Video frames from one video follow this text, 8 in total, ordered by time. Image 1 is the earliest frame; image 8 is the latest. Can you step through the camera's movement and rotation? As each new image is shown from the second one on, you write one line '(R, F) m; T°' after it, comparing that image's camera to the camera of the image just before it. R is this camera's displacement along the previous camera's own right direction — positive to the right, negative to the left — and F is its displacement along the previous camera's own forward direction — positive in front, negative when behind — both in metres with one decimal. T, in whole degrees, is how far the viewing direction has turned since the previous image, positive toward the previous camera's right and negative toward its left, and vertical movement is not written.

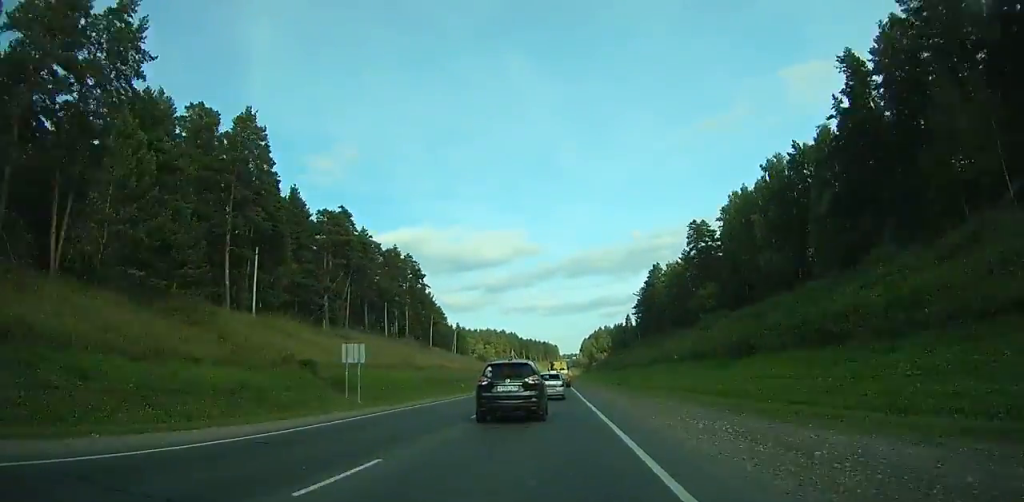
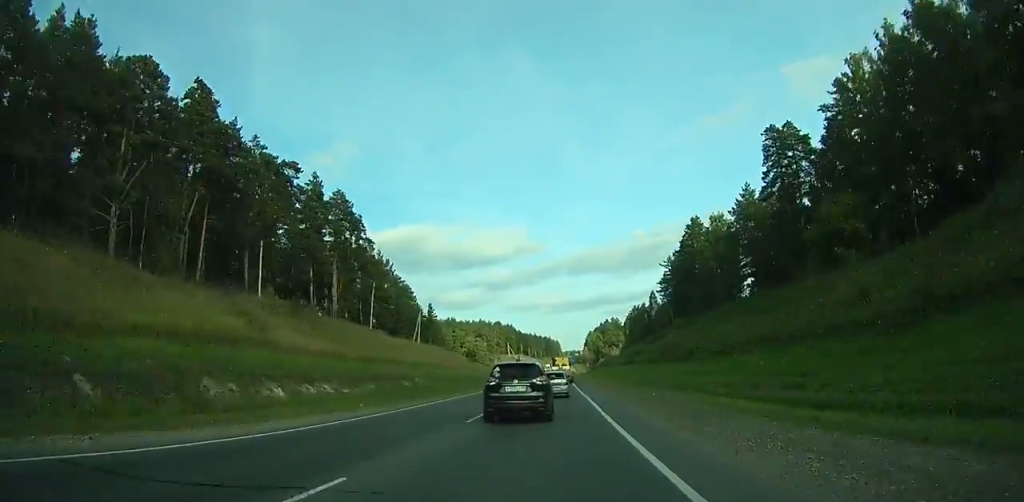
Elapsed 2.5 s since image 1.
(-0.3, +51.0) m; 0°
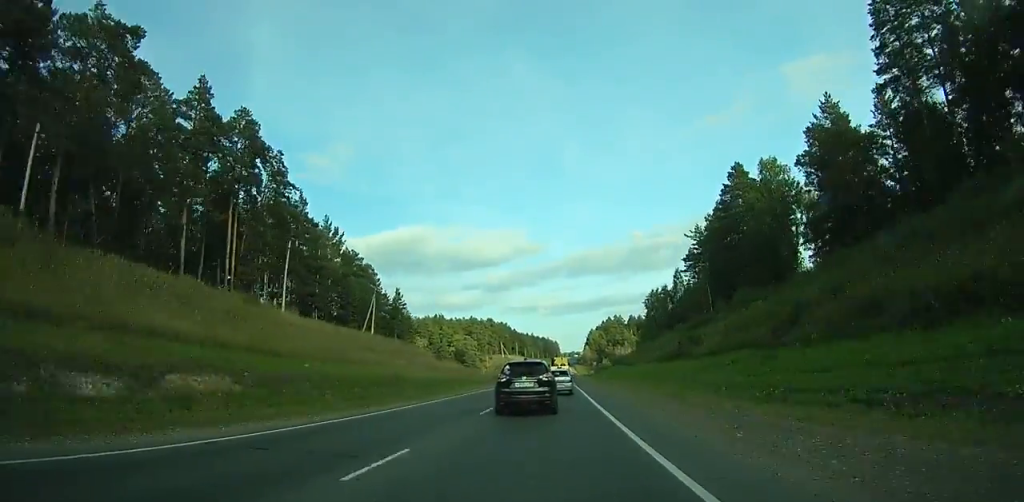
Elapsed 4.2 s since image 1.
(-0.2, +34.4) m; 0°
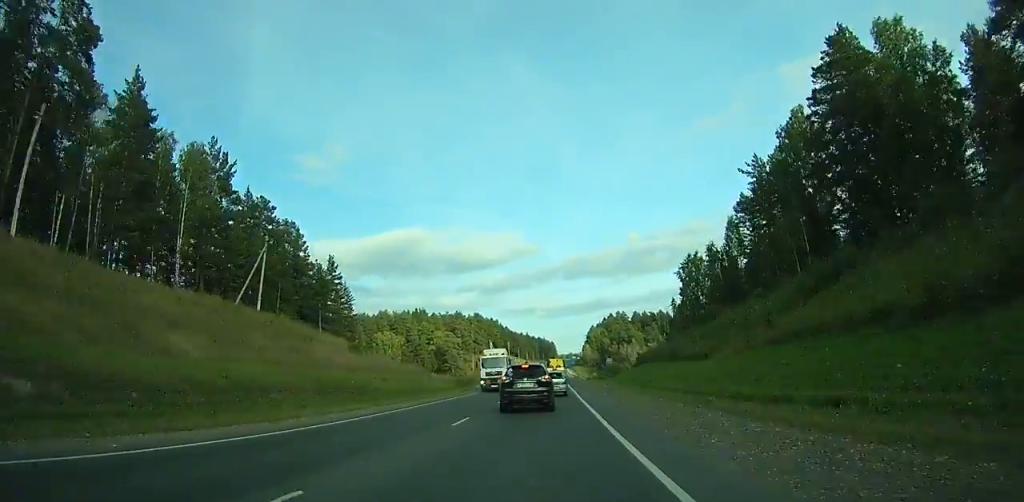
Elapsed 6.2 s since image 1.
(+0.2, +40.2) m; 0°
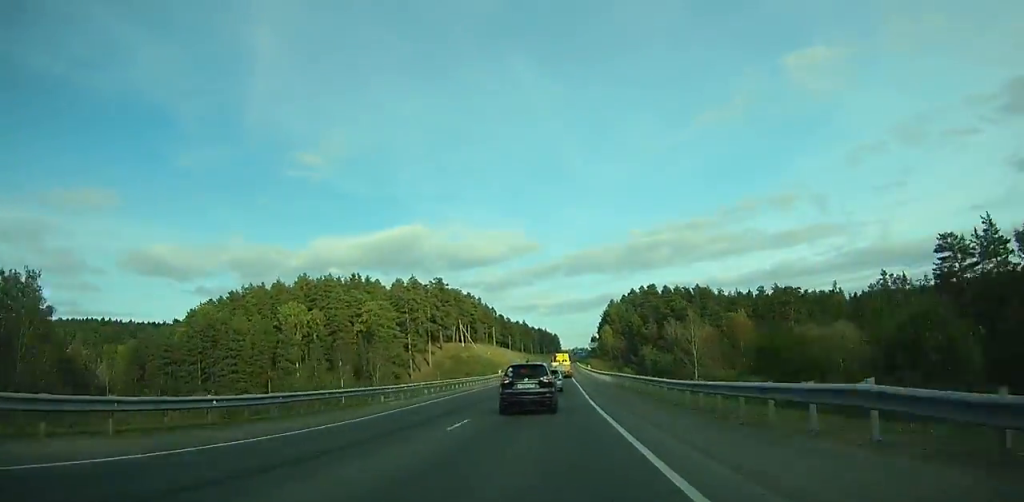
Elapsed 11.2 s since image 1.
(-0.7, +99.4) m; 0°
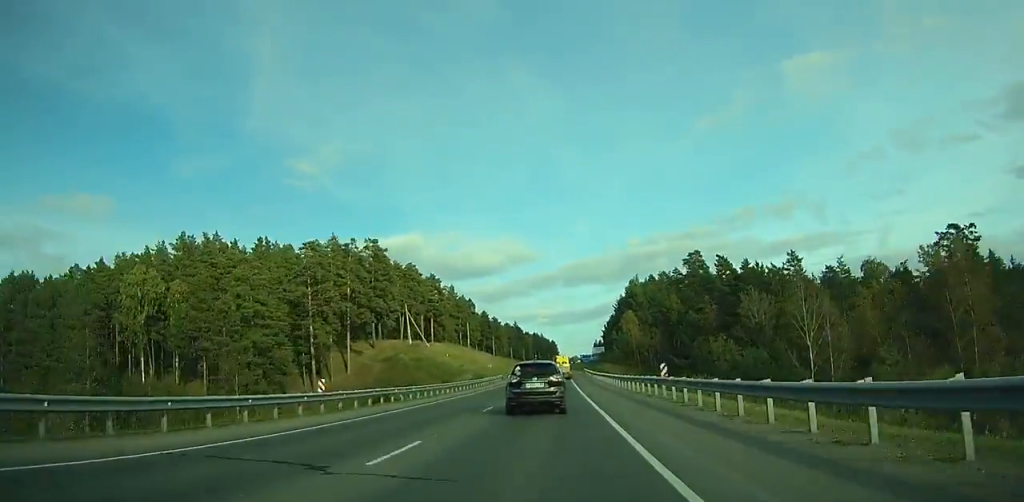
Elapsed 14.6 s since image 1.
(+0.5, +64.7) m; +1°
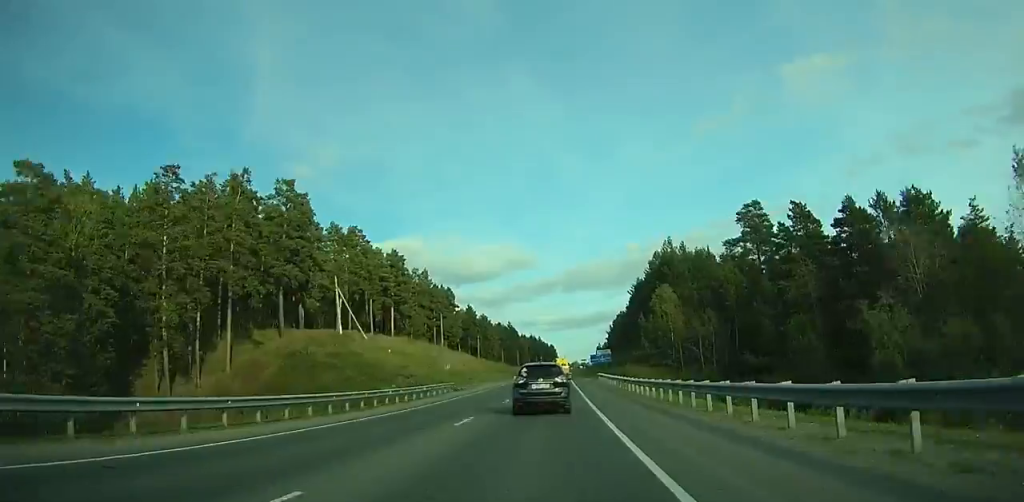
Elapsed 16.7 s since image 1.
(+0.1, +37.4) m; 0°
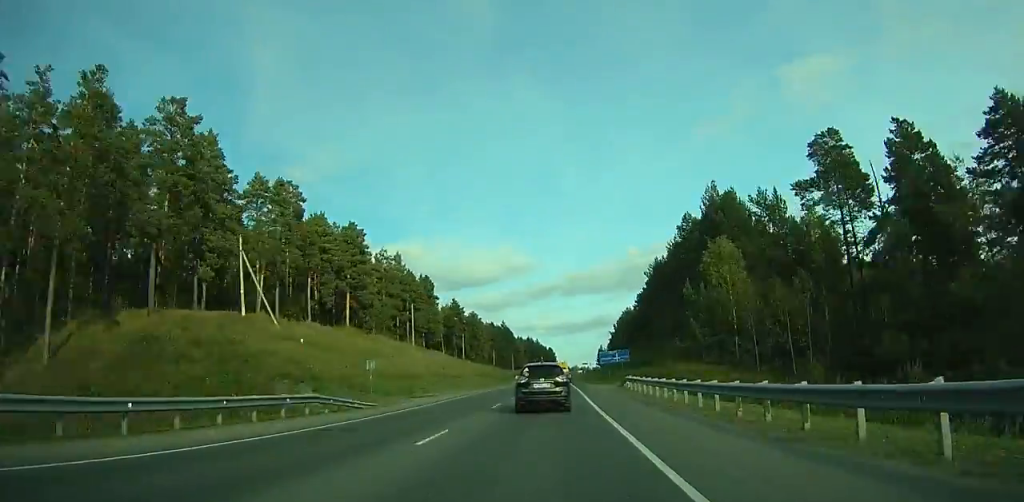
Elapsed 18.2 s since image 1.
(-0.3, +25.5) m; 0°
